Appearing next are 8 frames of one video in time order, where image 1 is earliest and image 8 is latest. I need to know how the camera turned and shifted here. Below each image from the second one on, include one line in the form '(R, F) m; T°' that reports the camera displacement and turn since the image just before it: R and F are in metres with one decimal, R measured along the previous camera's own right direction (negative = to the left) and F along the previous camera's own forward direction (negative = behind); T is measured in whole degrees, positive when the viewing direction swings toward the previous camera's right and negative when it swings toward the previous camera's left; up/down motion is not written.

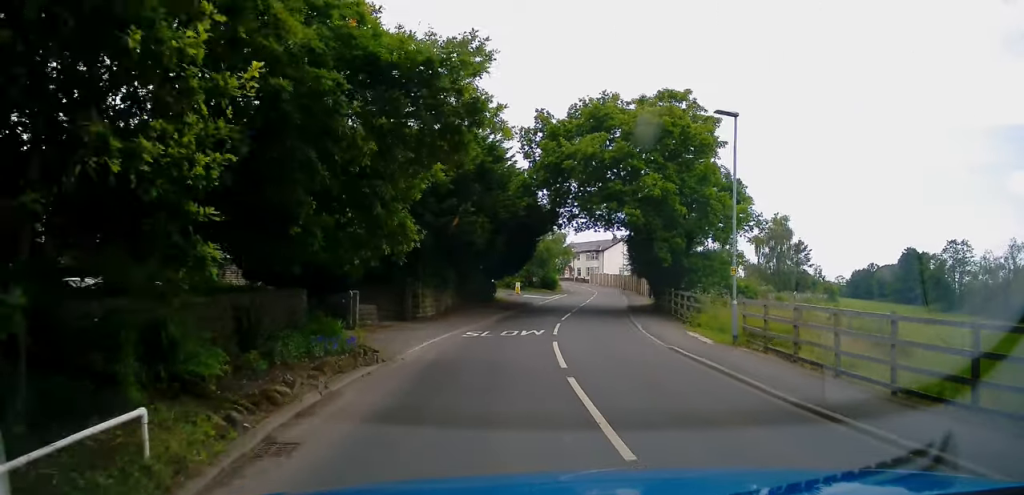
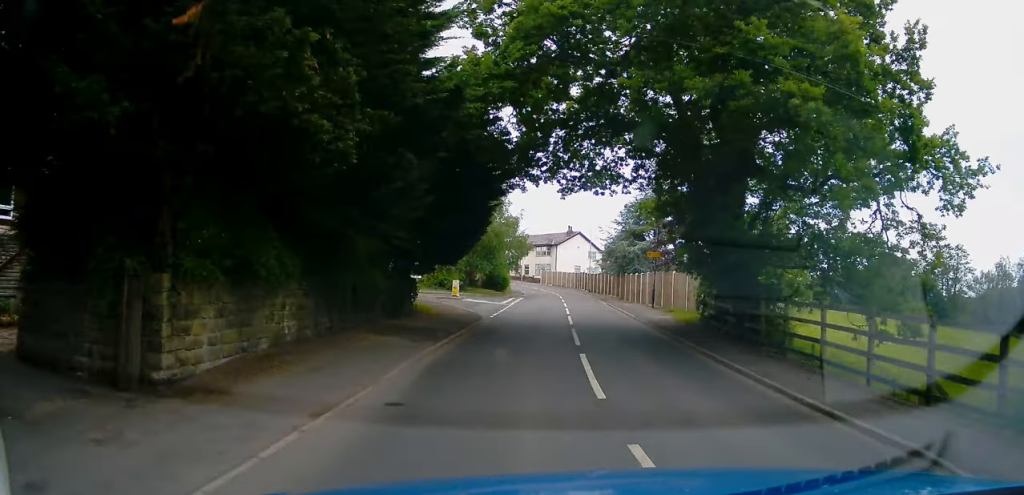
(+1.2, +16.4) m; +5°
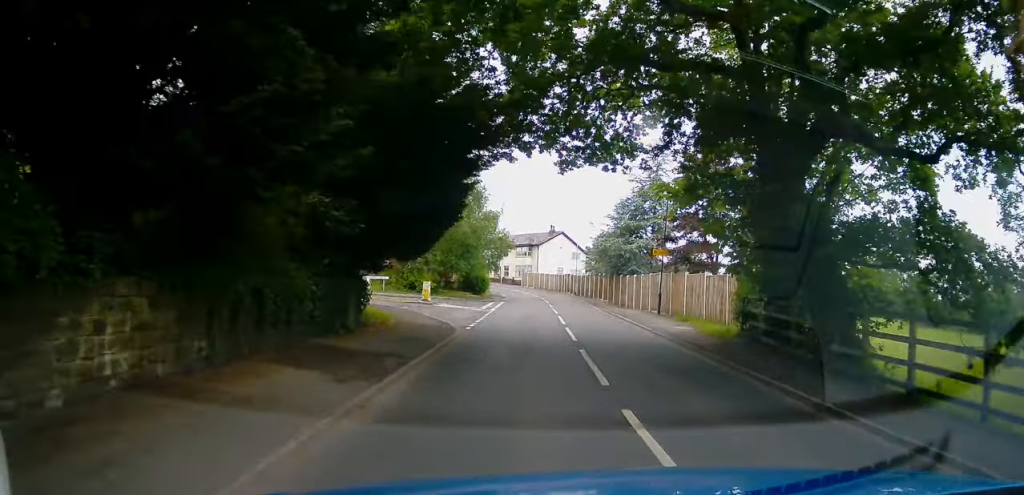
(0.0, +5.1) m; +1°
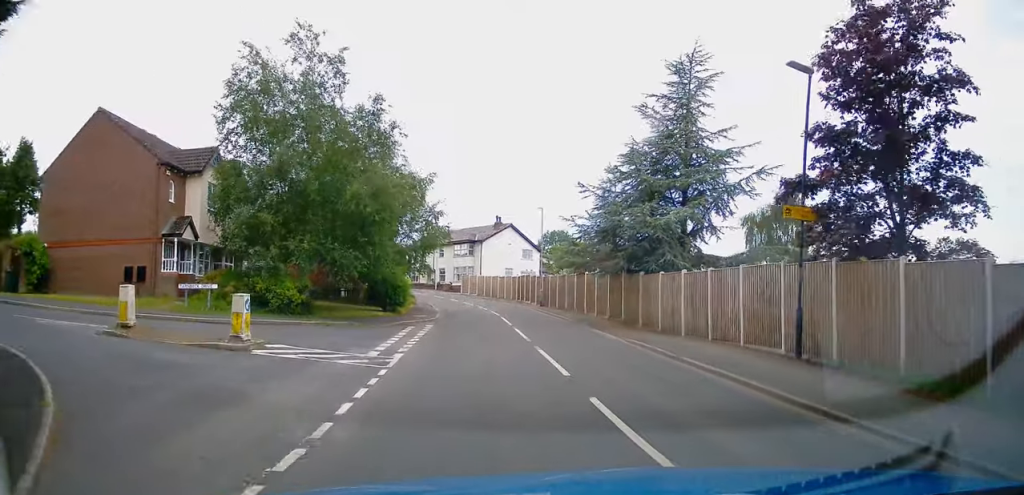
(+0.6, +17.0) m; +4°
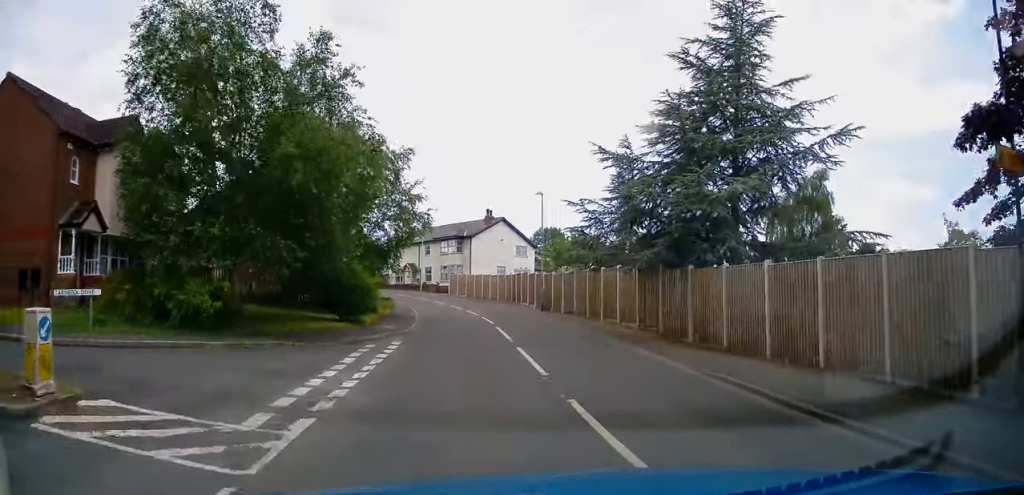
(+0.1, +6.3) m; +1°
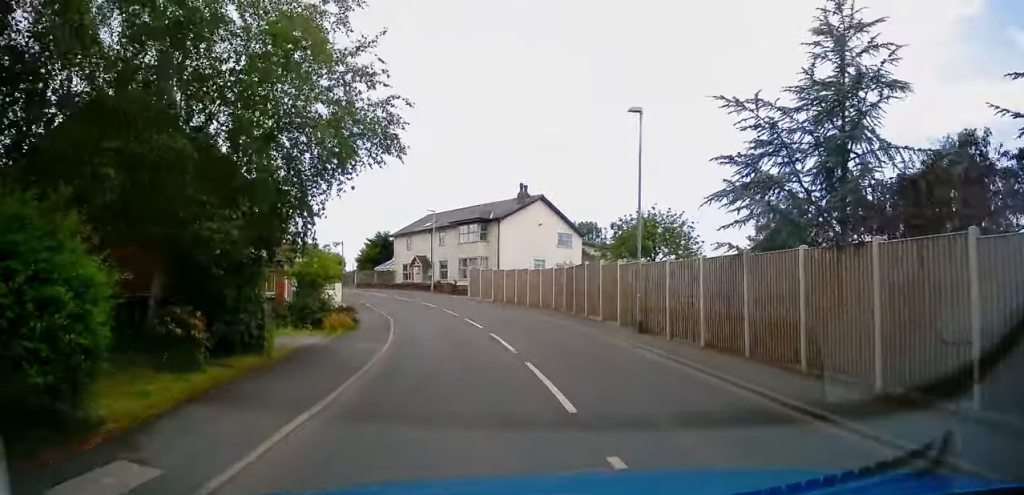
(+0.1, +15.6) m; 0°
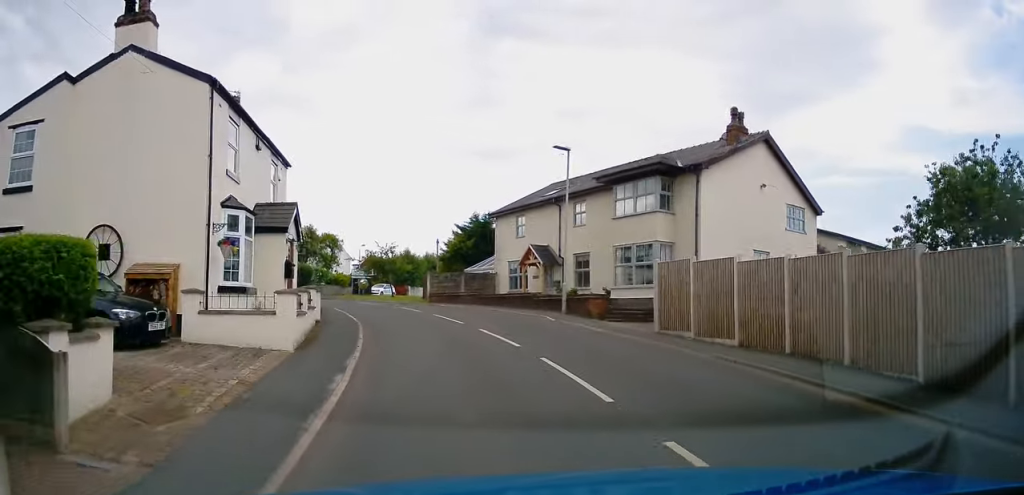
(-1.5, +23.2) m; -10°
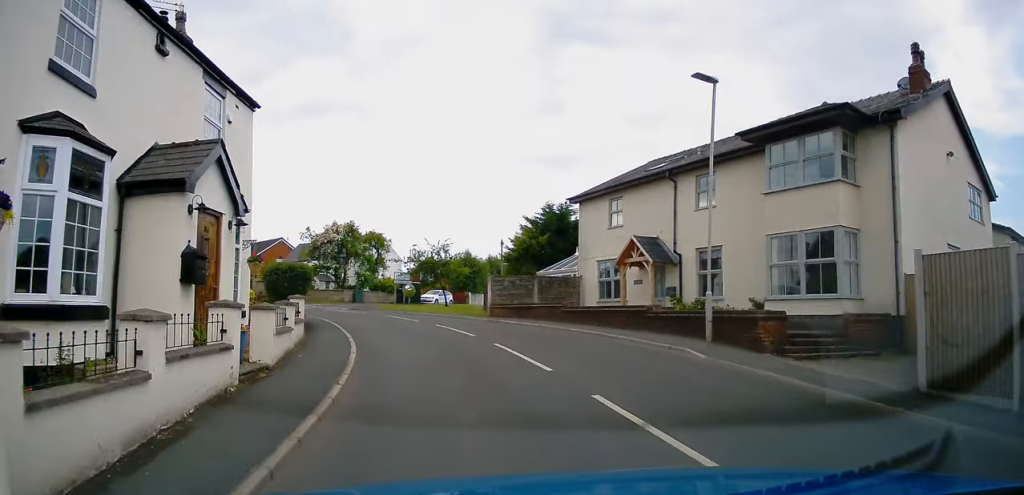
(-0.2, +8.7) m; -5°
